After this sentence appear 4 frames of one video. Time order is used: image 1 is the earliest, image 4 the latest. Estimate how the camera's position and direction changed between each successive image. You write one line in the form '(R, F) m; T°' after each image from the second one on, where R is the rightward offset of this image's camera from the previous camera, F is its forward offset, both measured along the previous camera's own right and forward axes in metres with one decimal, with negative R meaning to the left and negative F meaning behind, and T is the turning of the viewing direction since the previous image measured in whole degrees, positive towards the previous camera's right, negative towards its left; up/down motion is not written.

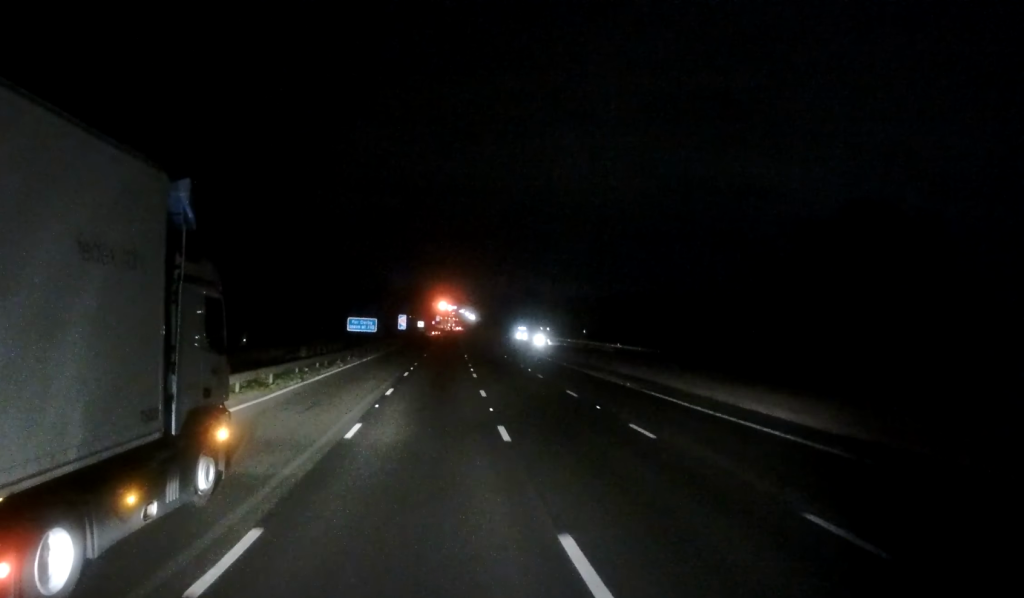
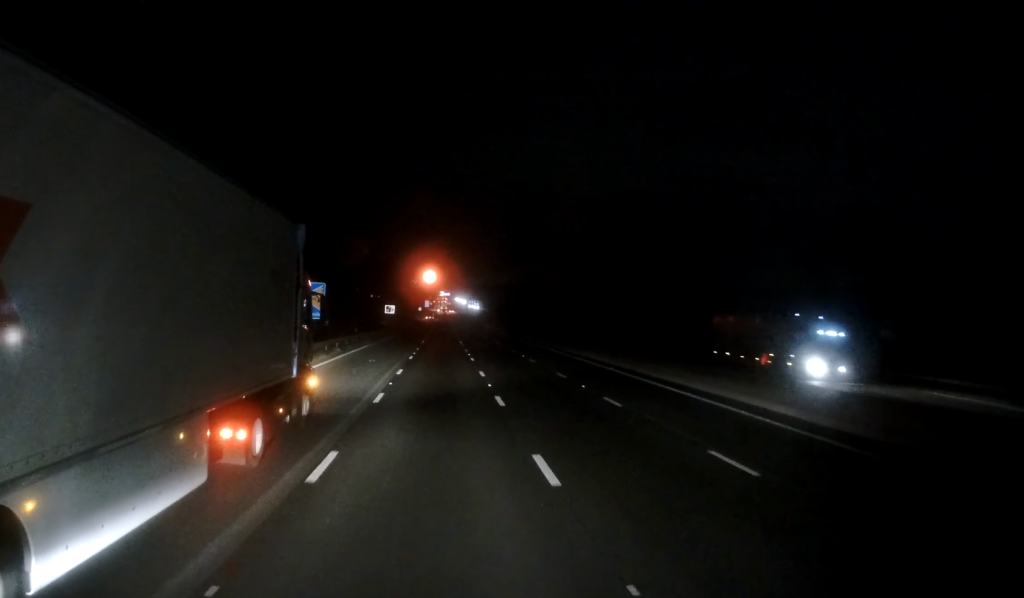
(0.0, +86.0) m; +1°
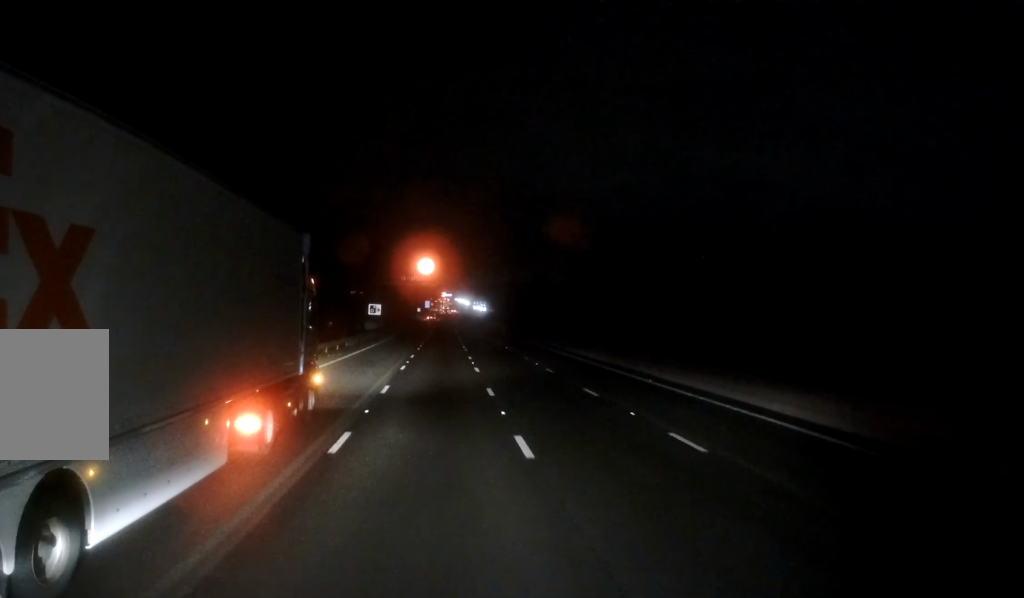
(0.0, +24.6) m; -1°
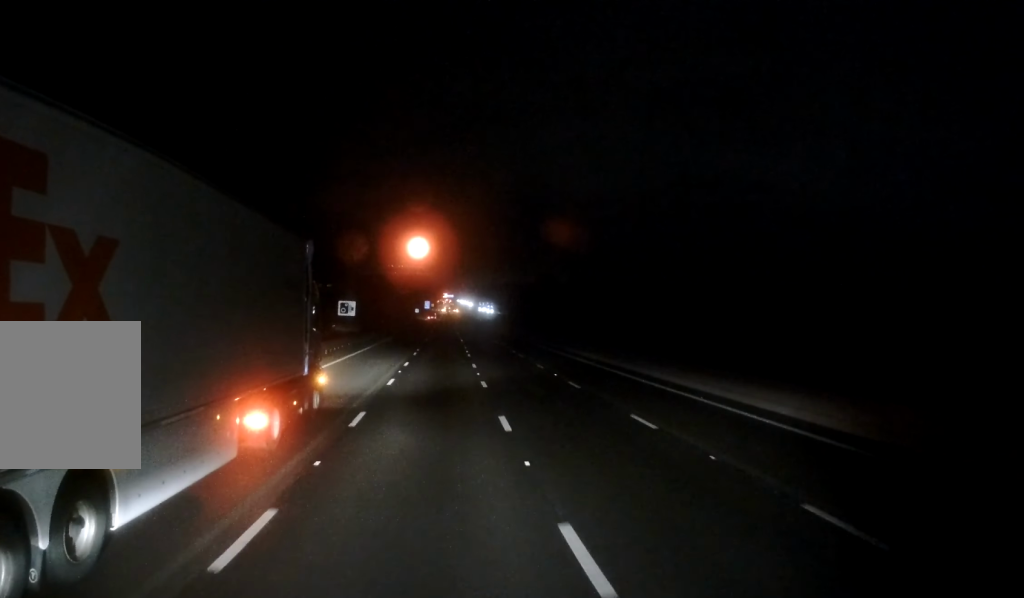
(-0.2, +23.9) m; 0°
